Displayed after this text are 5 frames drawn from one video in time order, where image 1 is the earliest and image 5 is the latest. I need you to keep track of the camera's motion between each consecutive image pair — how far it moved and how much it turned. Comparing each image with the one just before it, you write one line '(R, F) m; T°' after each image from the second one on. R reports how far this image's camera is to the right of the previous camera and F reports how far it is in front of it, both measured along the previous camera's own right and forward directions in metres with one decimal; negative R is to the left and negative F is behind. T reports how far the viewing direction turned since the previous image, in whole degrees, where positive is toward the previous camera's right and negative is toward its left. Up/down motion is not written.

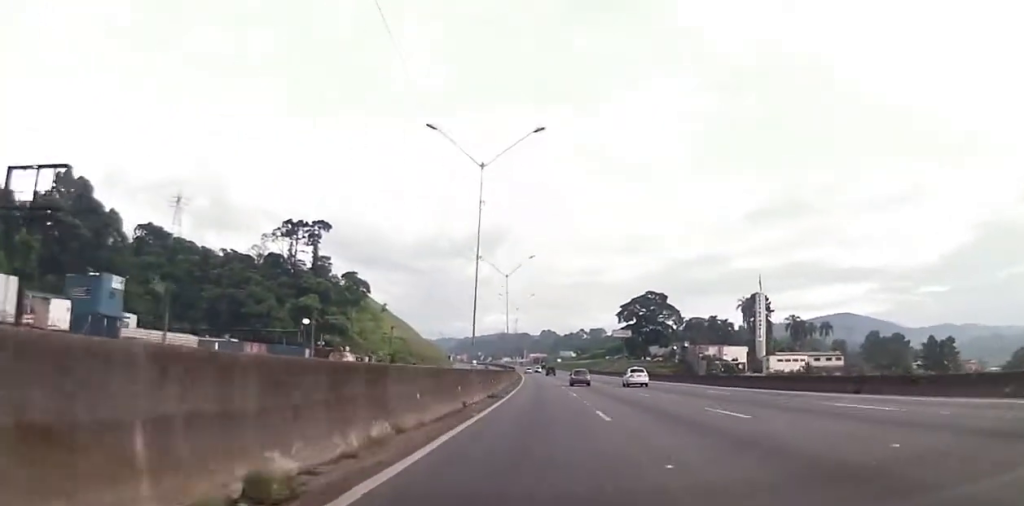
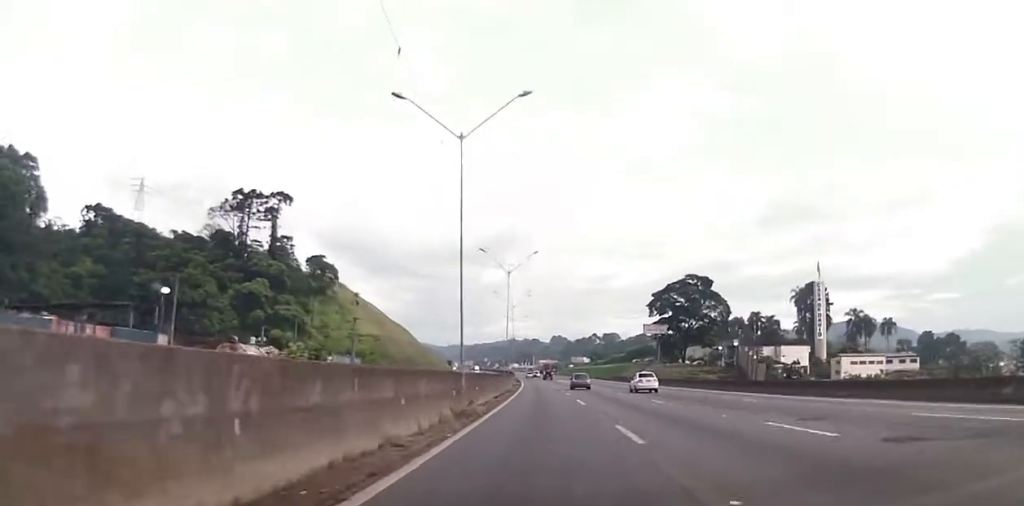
(+0.1, +42.3) m; 0°
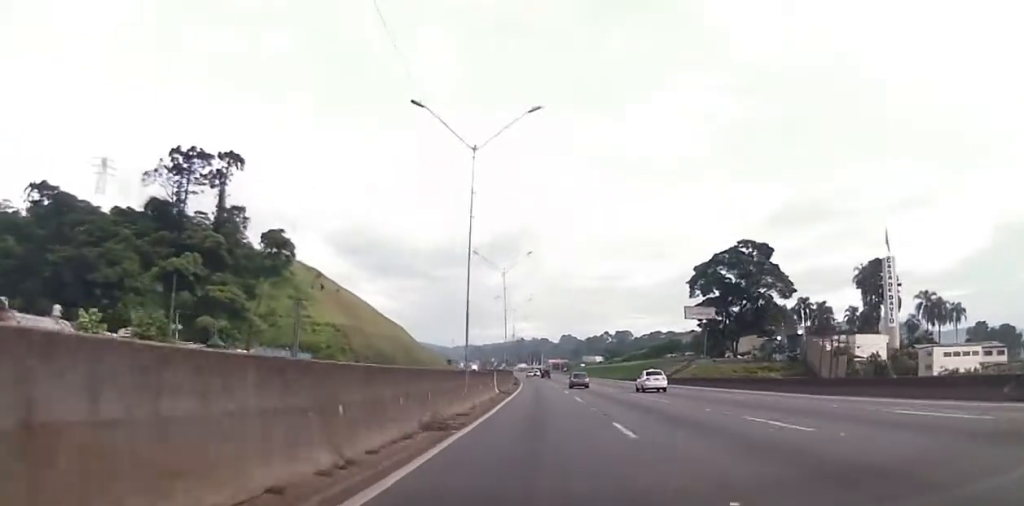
(-0.3, +35.6) m; -1°
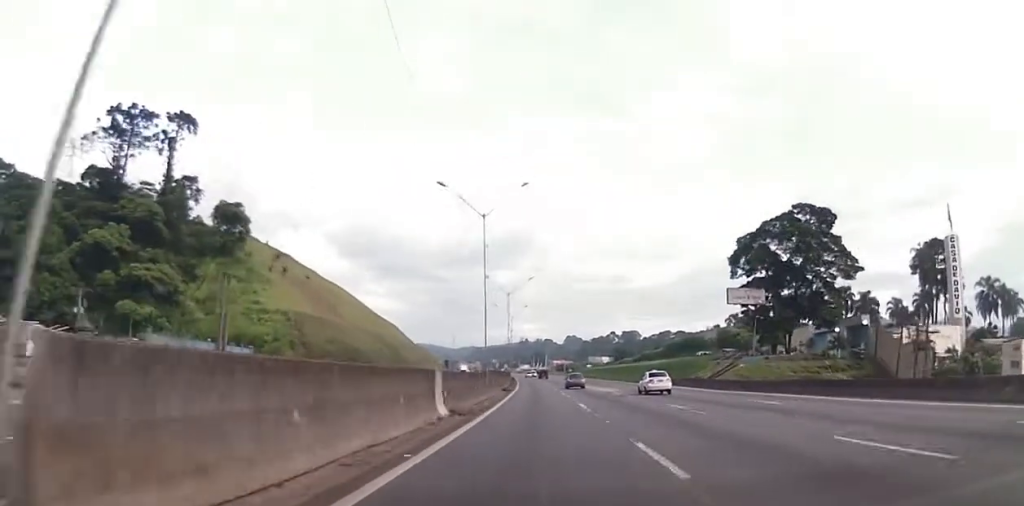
(-0.3, +24.5) m; -1°
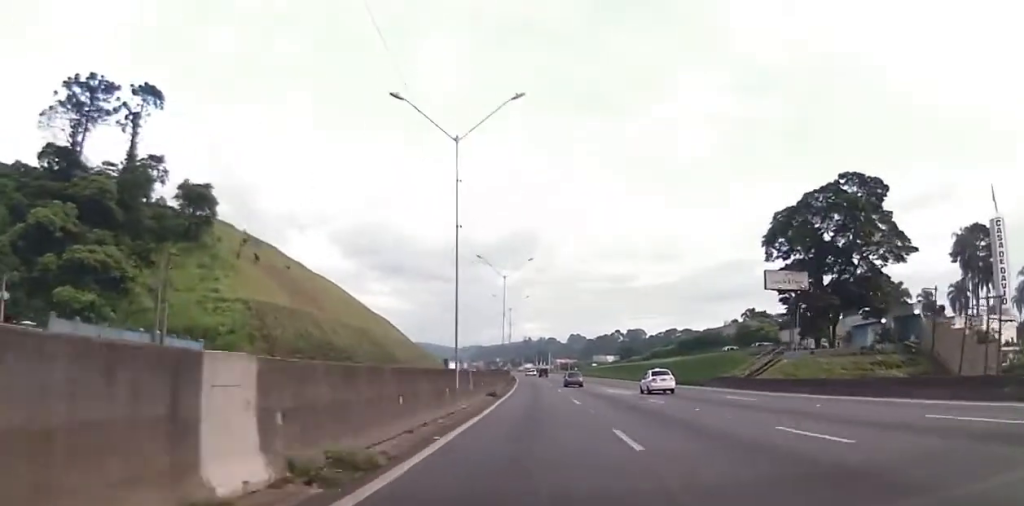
(-0.2, +14.0) m; -1°
